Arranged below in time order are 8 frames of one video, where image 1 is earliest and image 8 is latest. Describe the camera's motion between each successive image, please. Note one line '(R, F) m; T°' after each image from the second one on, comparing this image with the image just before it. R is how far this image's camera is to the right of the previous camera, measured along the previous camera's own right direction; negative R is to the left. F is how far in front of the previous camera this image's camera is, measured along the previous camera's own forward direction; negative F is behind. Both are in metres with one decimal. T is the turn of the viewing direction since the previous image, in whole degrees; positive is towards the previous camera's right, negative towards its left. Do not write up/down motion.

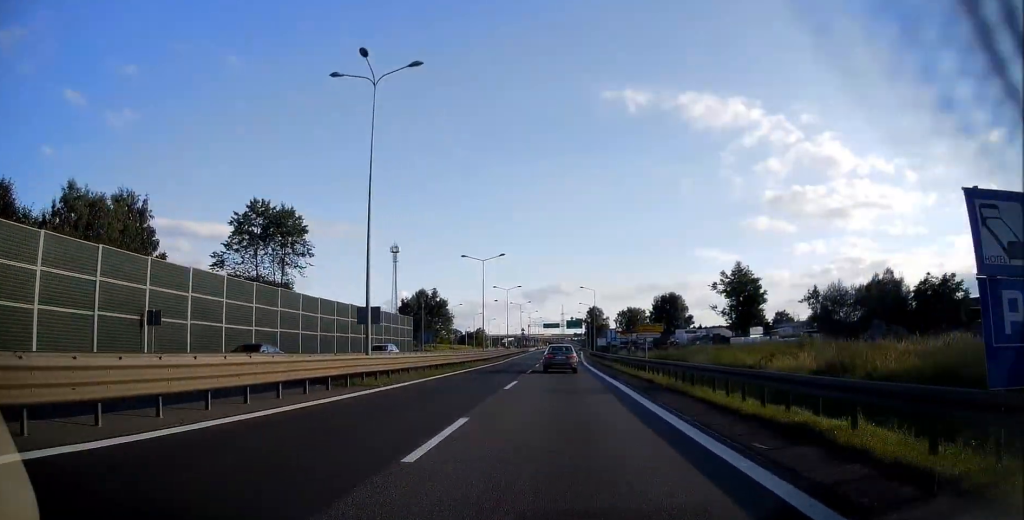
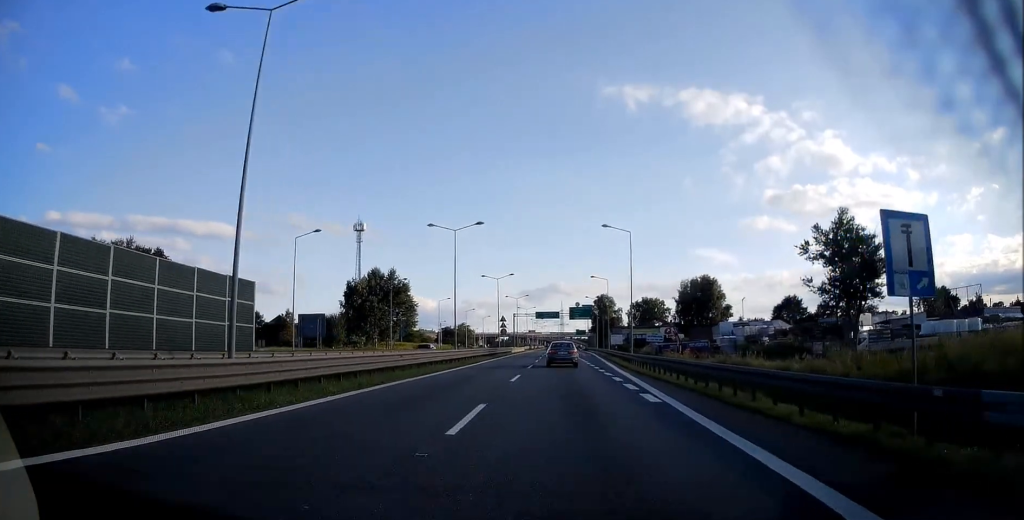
(+0.1, +47.0) m; 0°
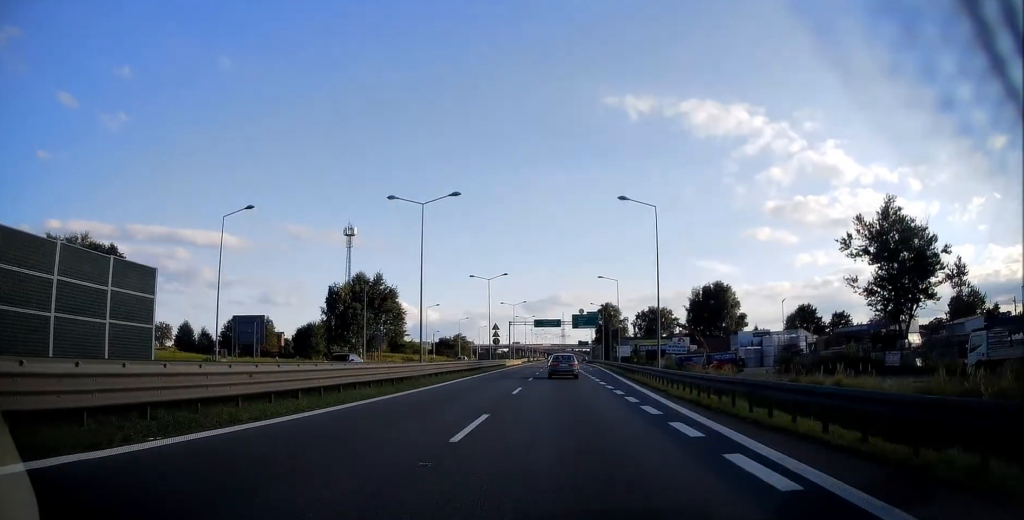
(0.0, +11.7) m; 0°
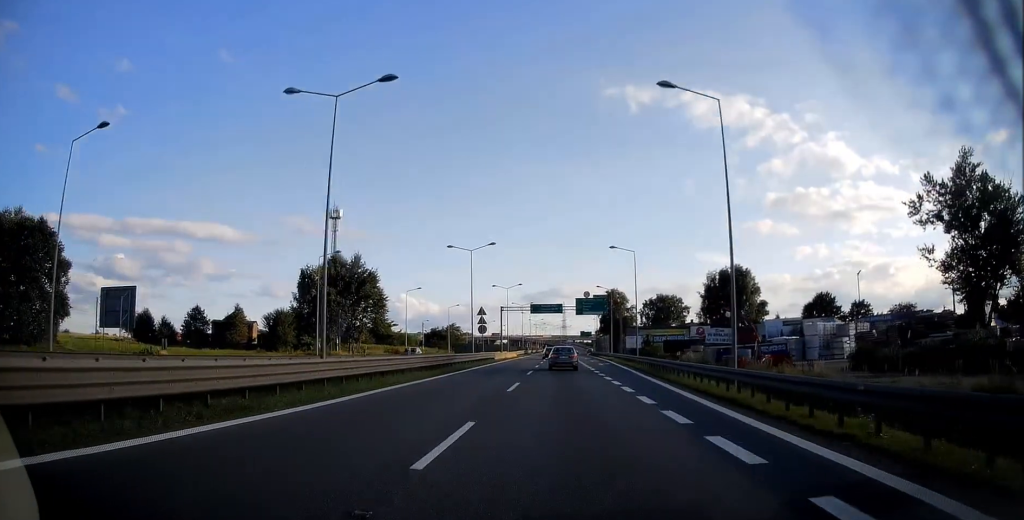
(0.0, +14.4) m; 0°
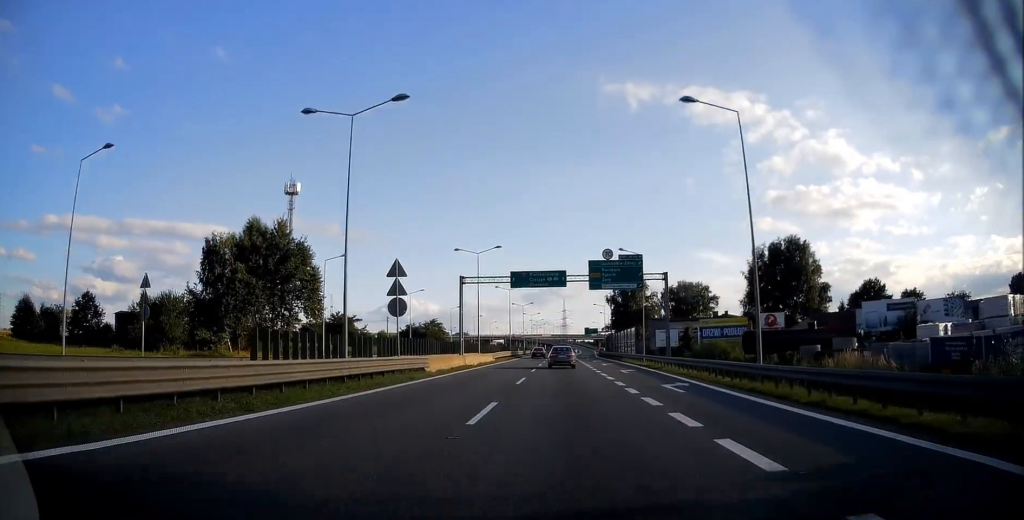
(0.0, +31.8) m; 0°
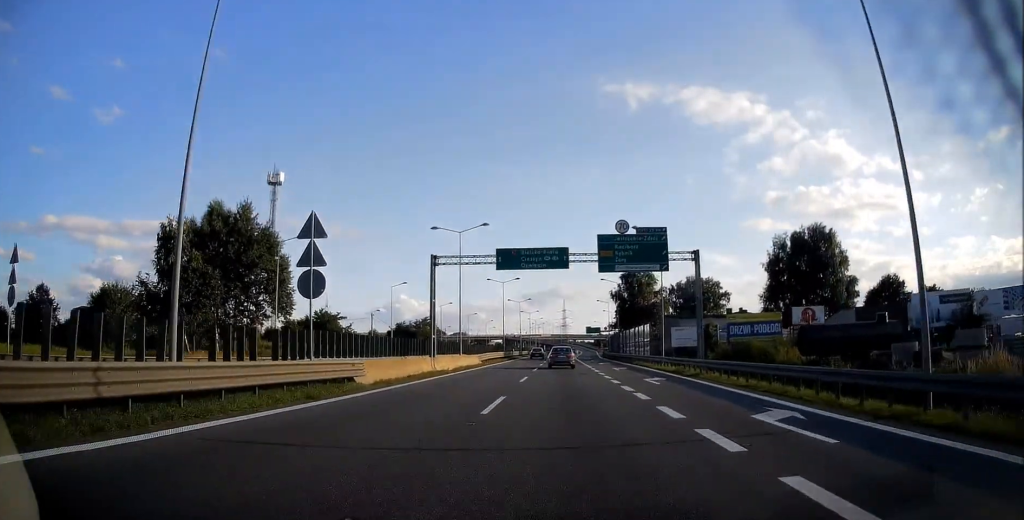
(0.0, +10.0) m; 0°
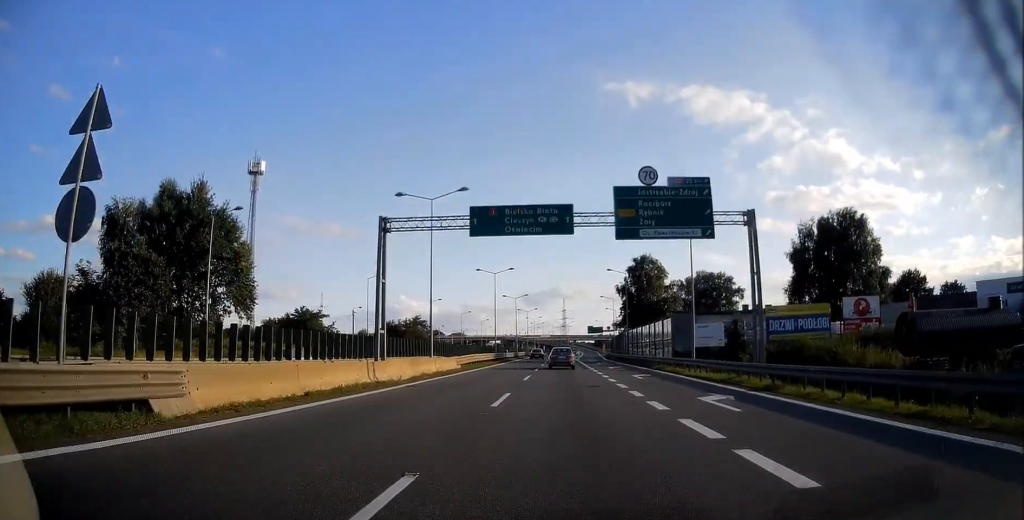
(-0.1, +10.3) m; 0°
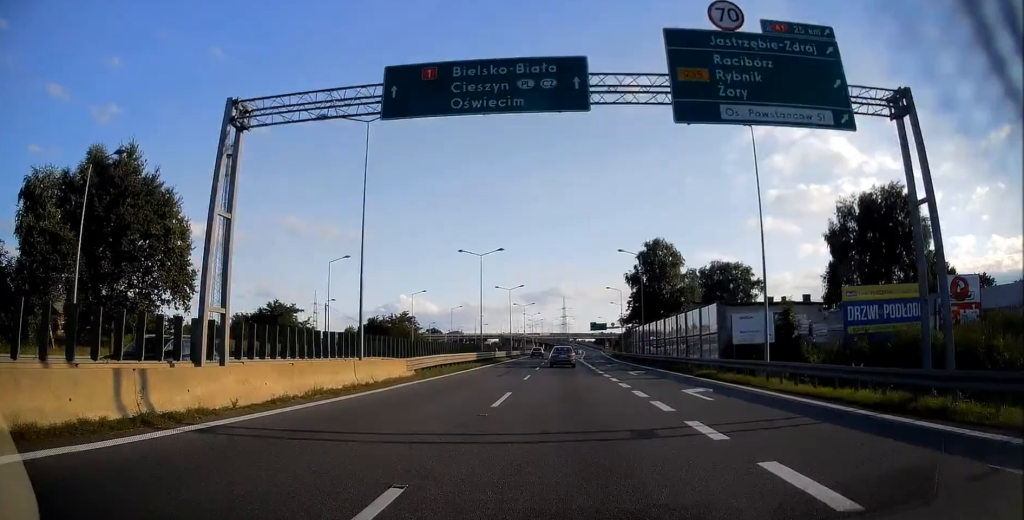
(-0.1, +12.5) m; 0°
